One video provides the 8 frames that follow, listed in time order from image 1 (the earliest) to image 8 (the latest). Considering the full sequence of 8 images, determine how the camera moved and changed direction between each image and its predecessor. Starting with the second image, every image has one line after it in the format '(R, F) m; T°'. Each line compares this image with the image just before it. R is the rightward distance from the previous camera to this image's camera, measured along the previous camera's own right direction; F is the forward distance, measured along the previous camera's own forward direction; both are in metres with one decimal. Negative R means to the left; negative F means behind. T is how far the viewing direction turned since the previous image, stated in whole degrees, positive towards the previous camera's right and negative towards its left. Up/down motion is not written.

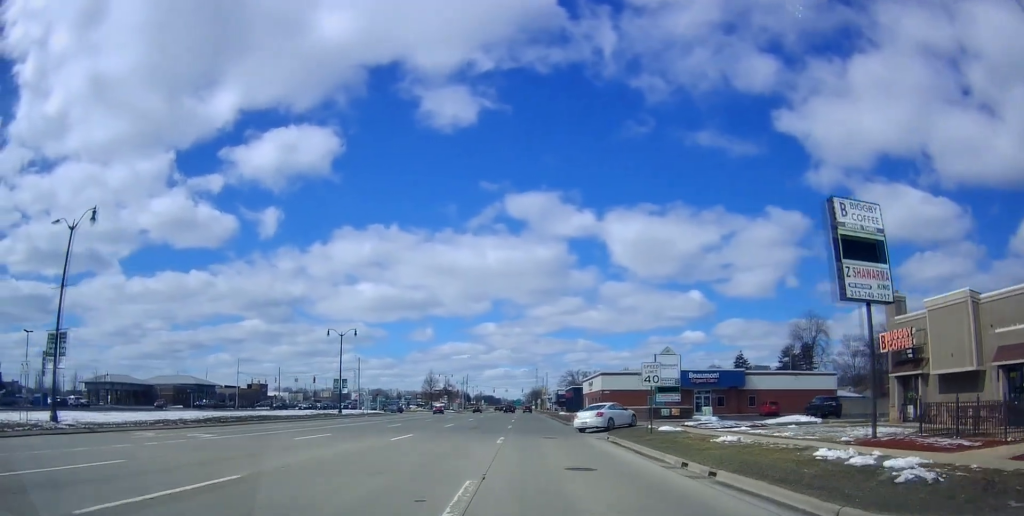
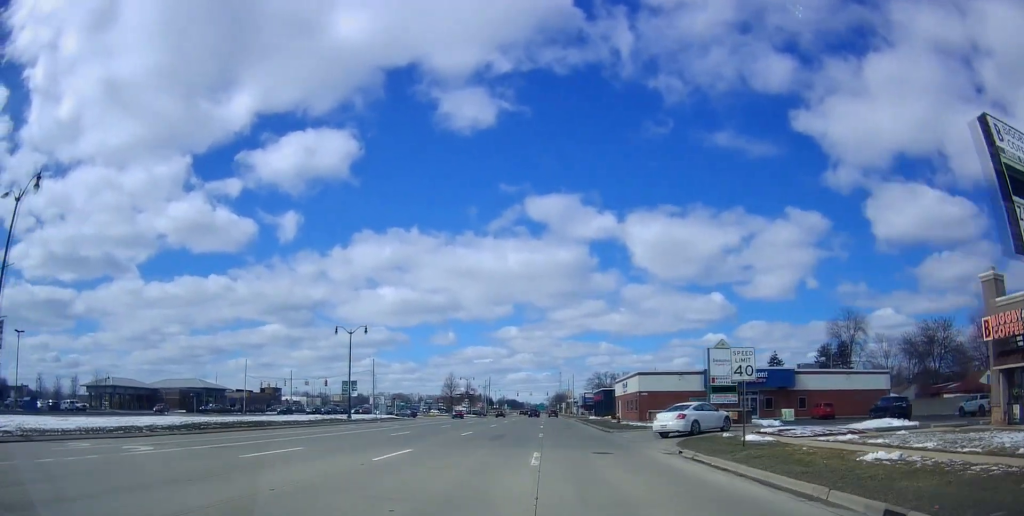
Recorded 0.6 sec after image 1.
(+0.2, +6.9) m; -1°
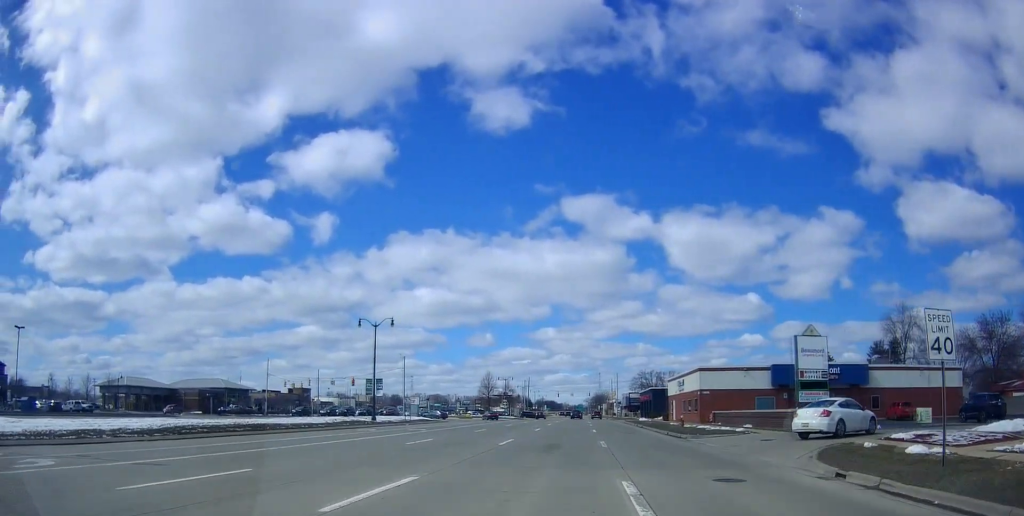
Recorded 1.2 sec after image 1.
(-0.3, +7.2) m; -5°
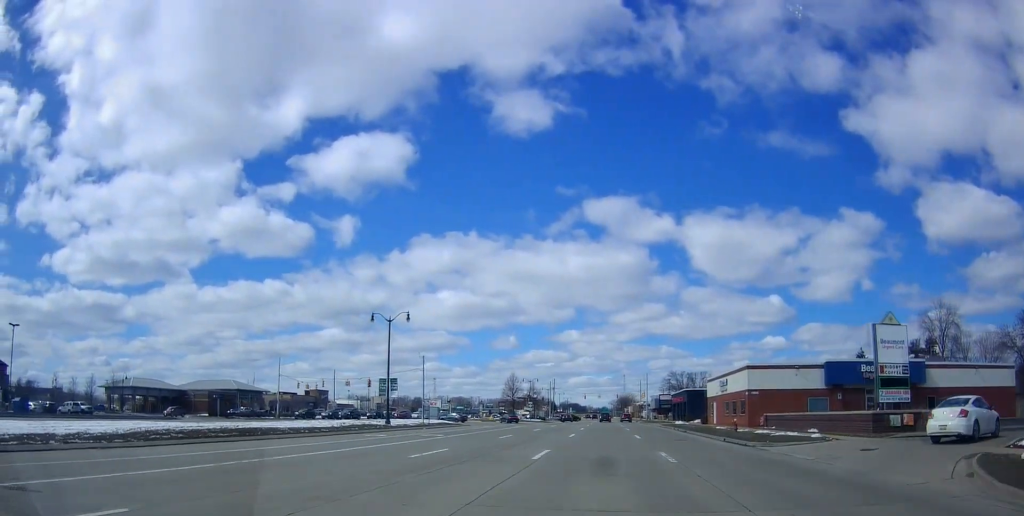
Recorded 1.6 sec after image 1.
(-0.1, +5.6) m; -3°
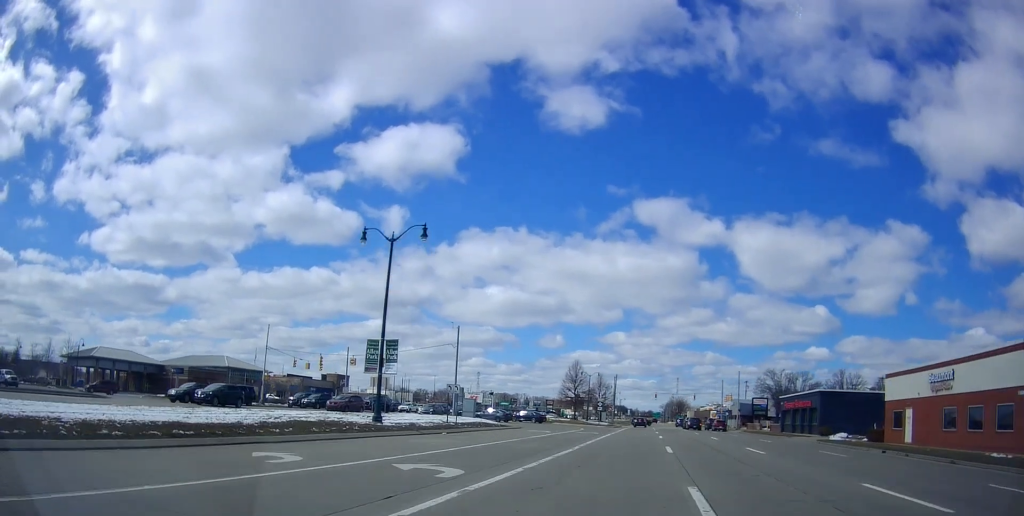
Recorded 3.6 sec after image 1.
(-1.0, +25.4) m; -1°
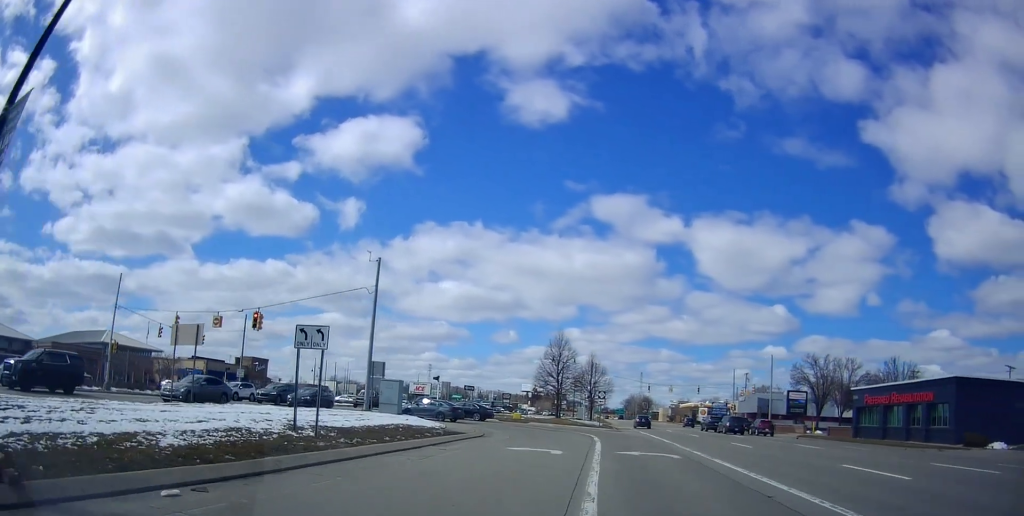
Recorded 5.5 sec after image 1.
(-0.1, +26.1) m; +1°
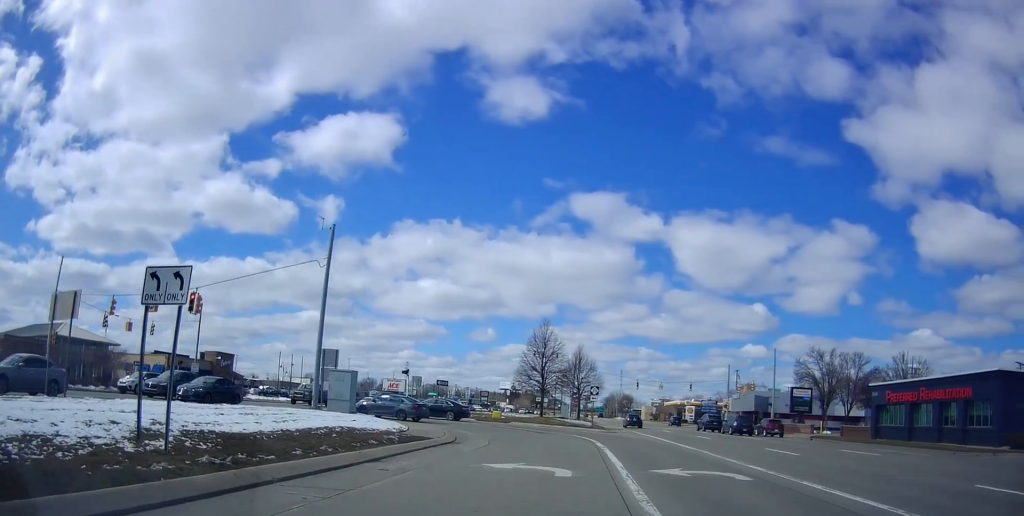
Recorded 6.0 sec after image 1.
(0.0, +6.4) m; +4°
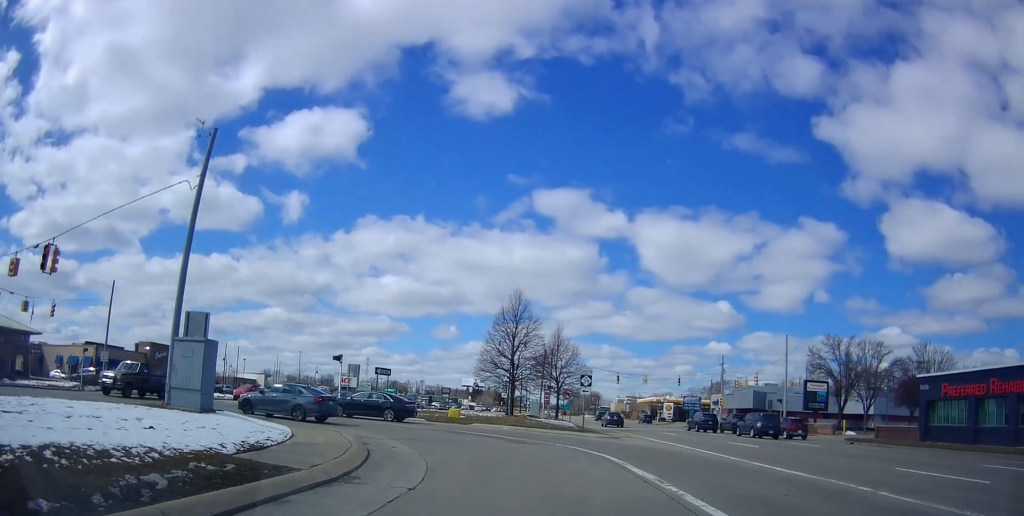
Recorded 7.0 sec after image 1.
(+0.8, +11.4) m; +4°
